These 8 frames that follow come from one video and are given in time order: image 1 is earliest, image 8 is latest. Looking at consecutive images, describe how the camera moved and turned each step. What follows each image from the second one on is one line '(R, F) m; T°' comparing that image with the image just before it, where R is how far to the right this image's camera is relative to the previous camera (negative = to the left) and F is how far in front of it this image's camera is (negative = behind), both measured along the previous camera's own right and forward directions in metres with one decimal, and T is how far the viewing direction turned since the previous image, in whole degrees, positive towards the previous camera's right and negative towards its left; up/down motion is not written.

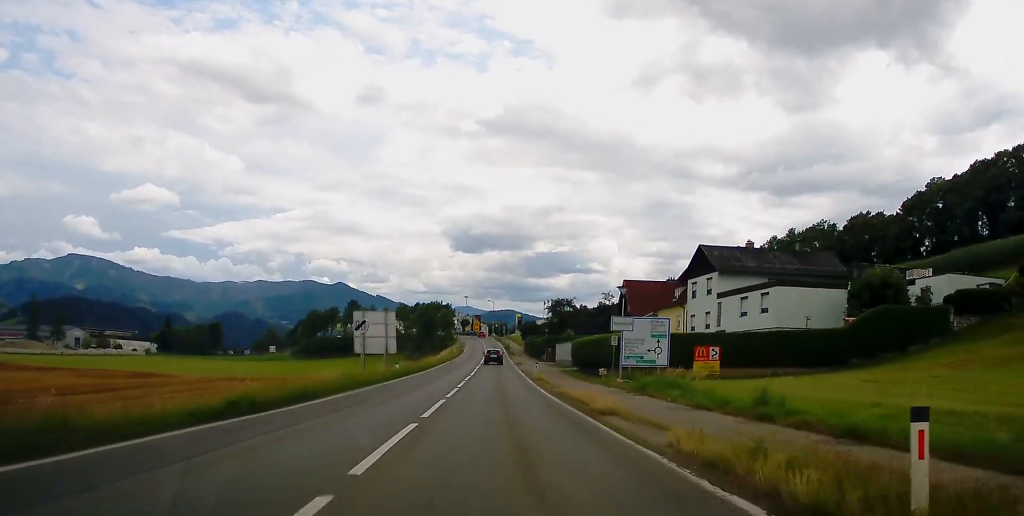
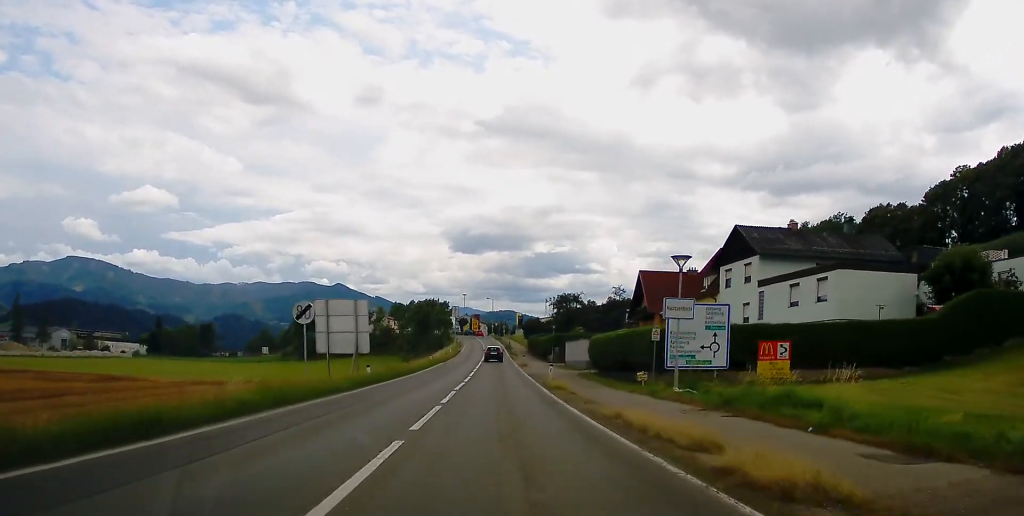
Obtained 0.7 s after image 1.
(+0.1, +10.5) m; +1°
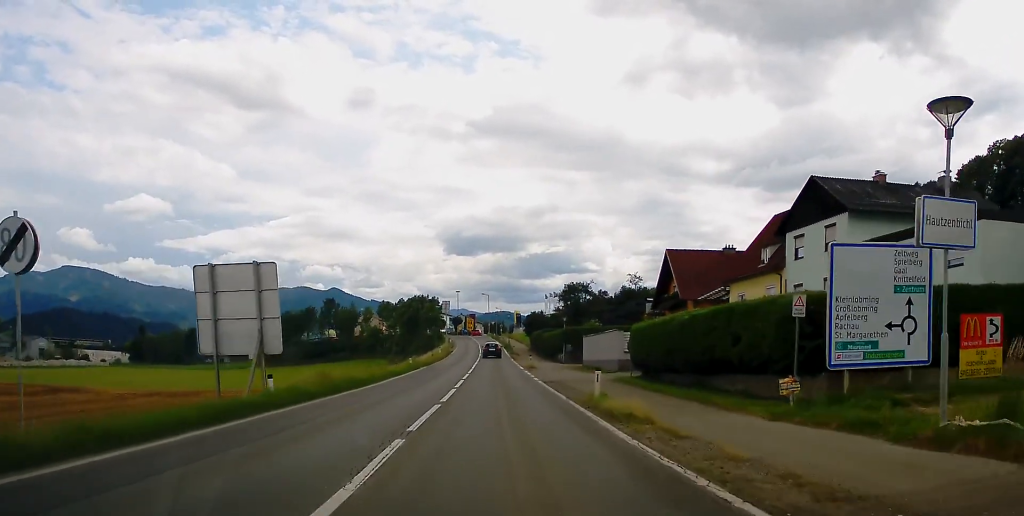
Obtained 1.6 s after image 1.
(+0.2, +15.2) m; 0°
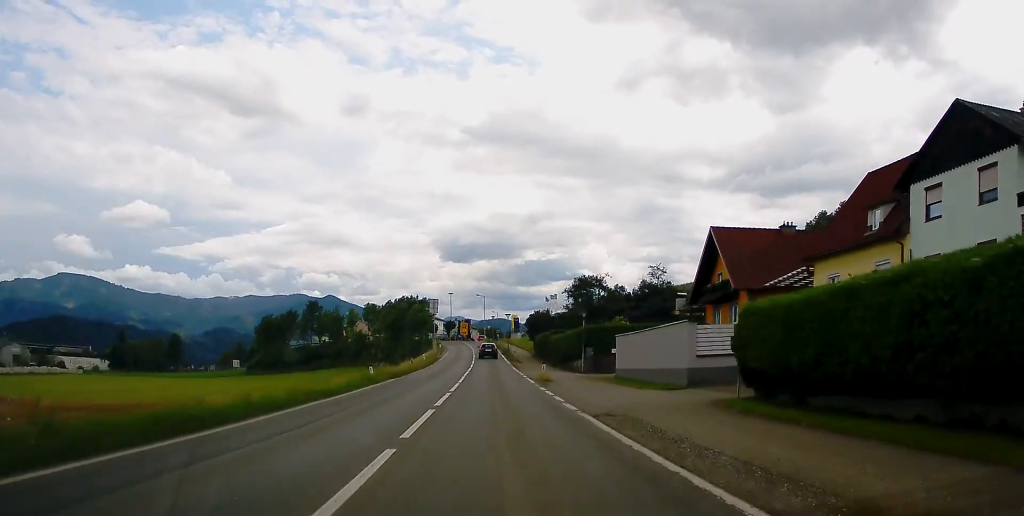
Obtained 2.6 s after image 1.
(-0.1, +15.5) m; -1°
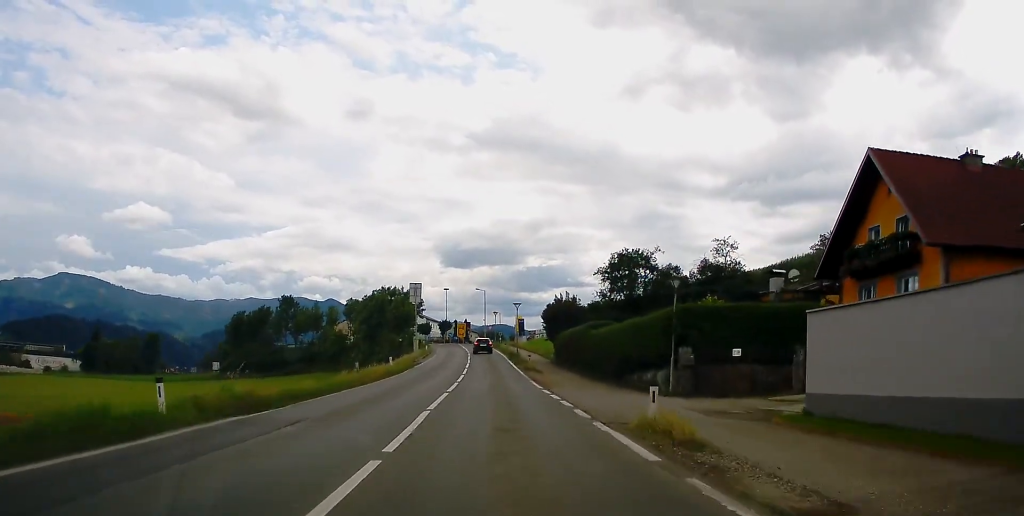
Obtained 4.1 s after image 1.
(0.0, +23.7) m; +1°
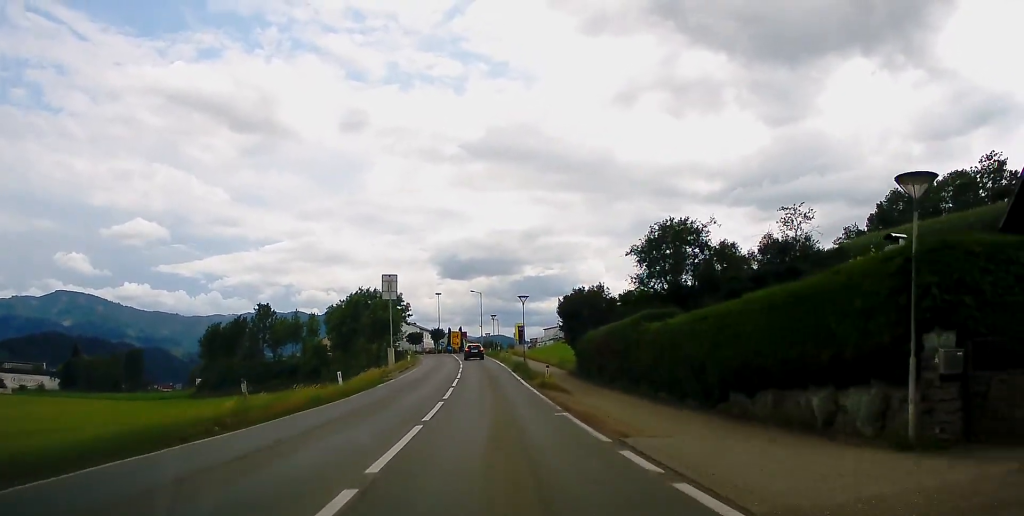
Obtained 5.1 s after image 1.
(0.0, +15.1) m; 0°
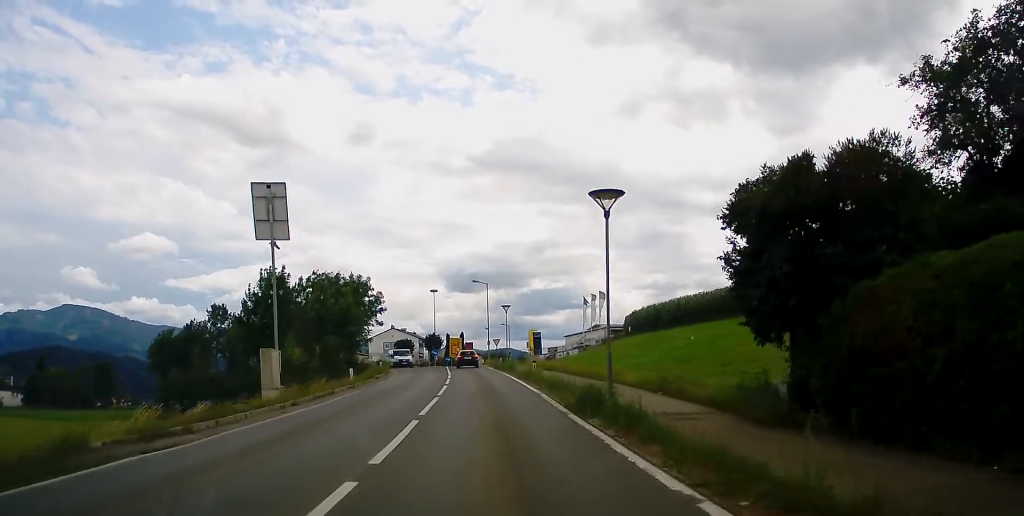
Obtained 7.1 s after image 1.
(-0.7, +28.8) m; -2°
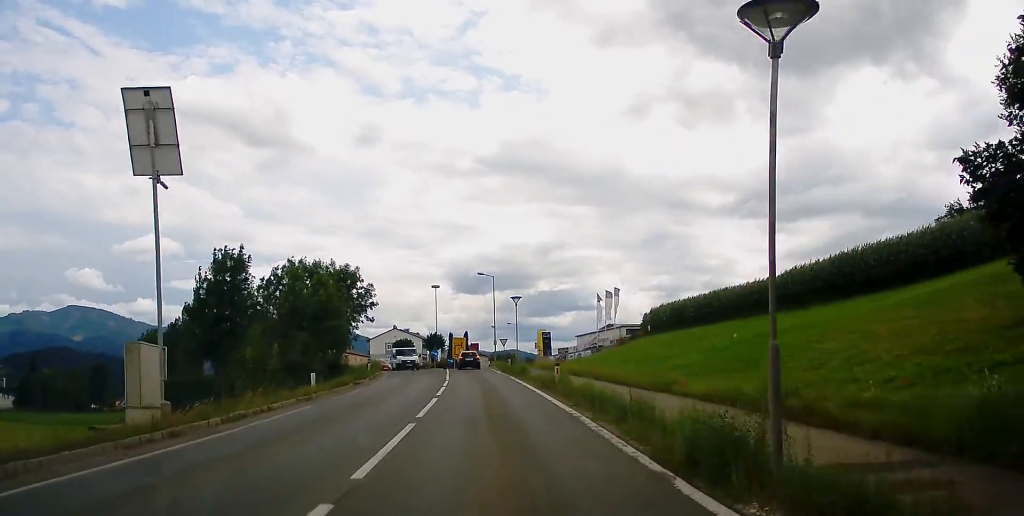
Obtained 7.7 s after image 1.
(0.0, +8.3) m; 0°
